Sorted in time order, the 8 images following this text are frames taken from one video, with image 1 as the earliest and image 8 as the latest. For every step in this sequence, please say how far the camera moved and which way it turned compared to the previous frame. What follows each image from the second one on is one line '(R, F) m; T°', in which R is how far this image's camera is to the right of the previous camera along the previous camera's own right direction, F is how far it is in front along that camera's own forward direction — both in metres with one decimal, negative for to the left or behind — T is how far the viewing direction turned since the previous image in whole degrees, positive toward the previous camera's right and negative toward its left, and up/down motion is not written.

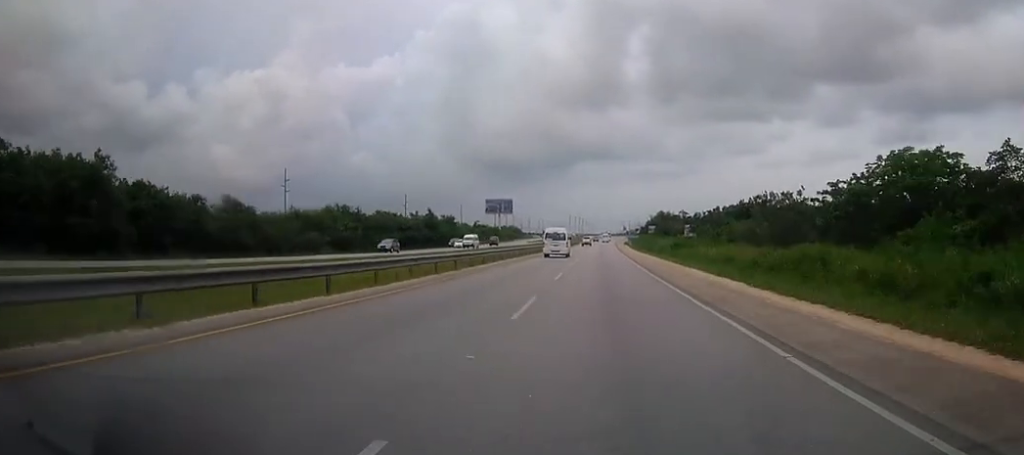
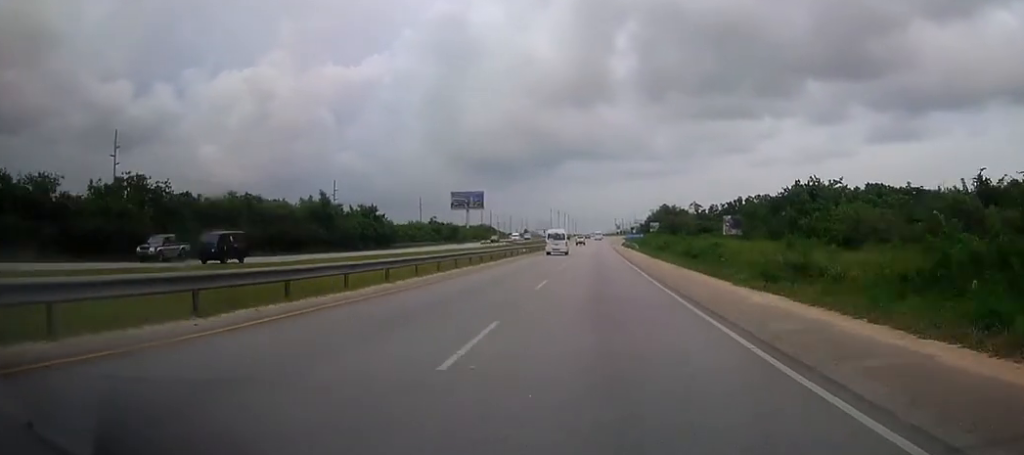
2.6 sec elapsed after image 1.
(+0.4, +56.4) m; 0°
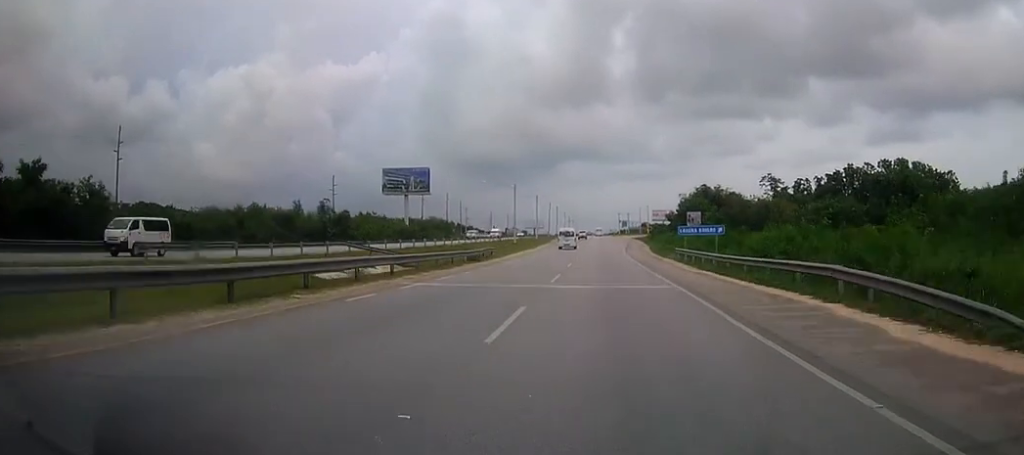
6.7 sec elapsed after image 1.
(0.0, +81.2) m; +1°
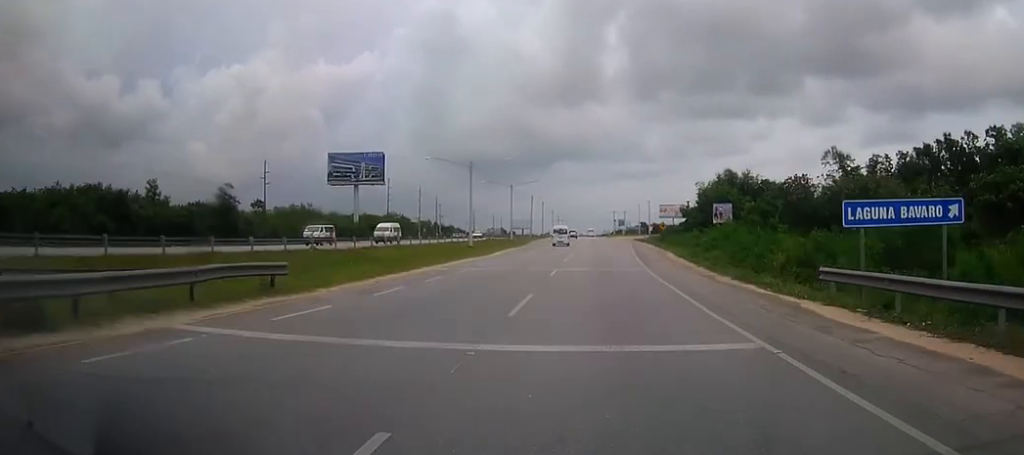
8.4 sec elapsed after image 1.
(+0.4, +30.0) m; +1°
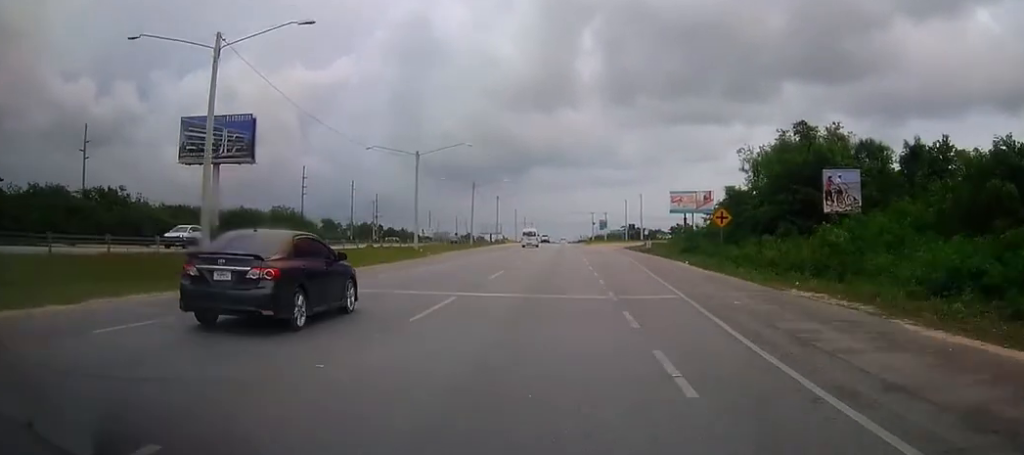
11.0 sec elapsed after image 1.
(+0.4, +45.2) m; +1°
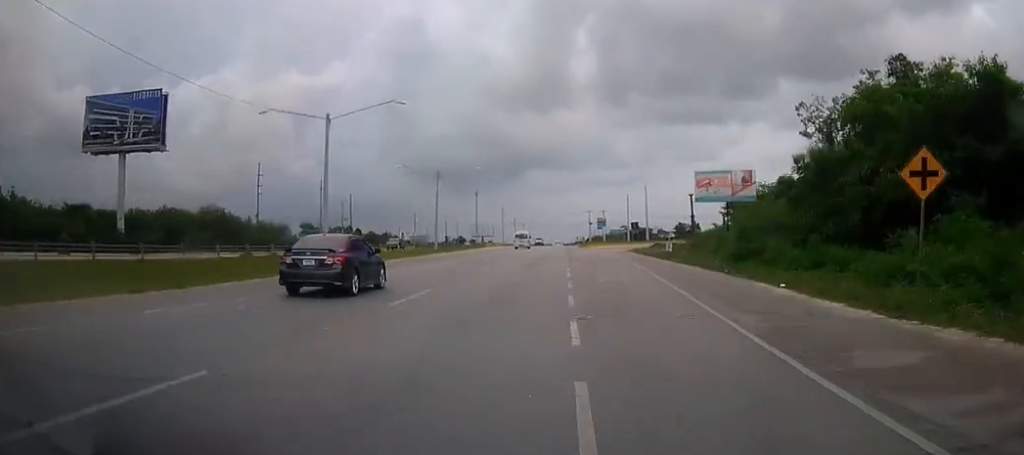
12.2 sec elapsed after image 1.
(+0.2, +19.8) m; 0°
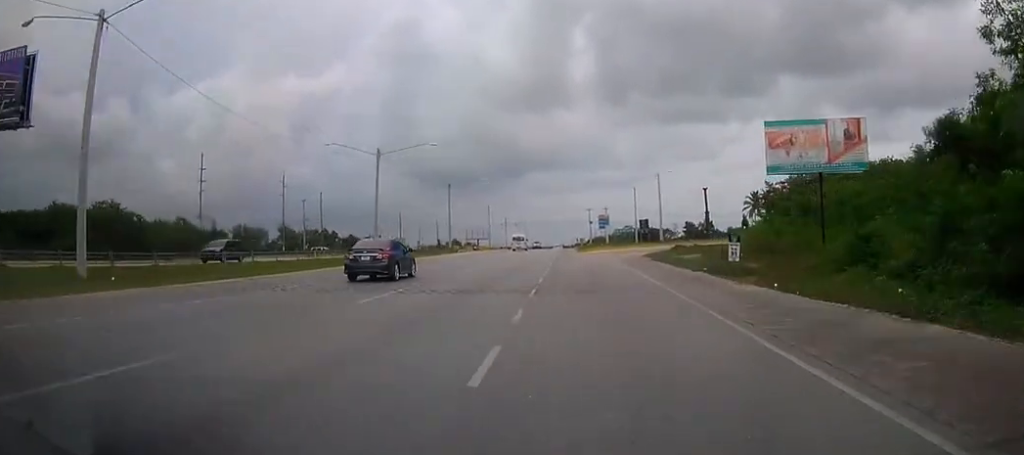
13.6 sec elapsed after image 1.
(+0.3, +22.8) m; 0°
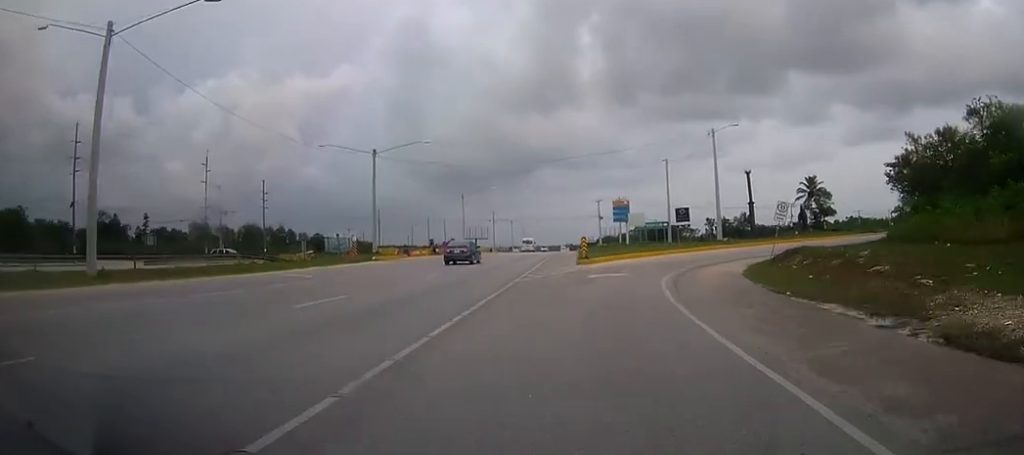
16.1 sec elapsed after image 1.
(-0.3, +37.8) m; +2°
